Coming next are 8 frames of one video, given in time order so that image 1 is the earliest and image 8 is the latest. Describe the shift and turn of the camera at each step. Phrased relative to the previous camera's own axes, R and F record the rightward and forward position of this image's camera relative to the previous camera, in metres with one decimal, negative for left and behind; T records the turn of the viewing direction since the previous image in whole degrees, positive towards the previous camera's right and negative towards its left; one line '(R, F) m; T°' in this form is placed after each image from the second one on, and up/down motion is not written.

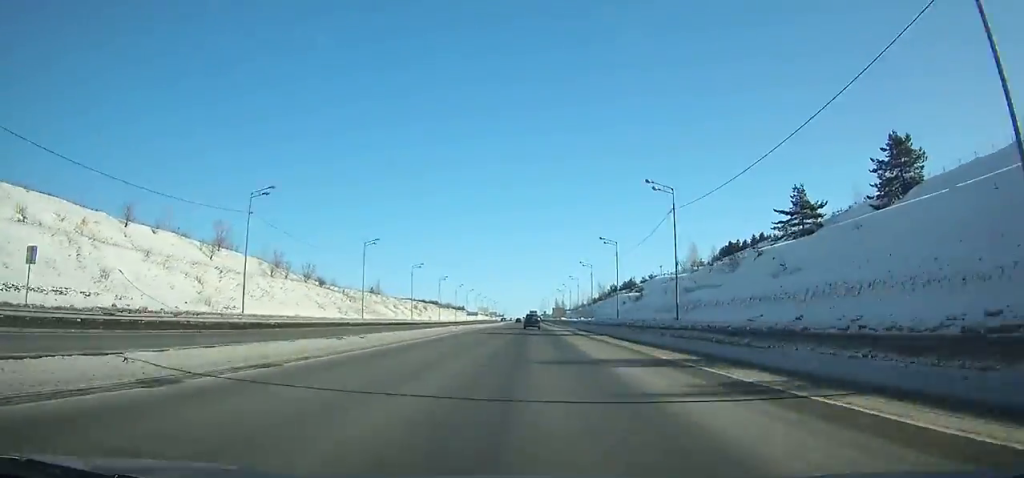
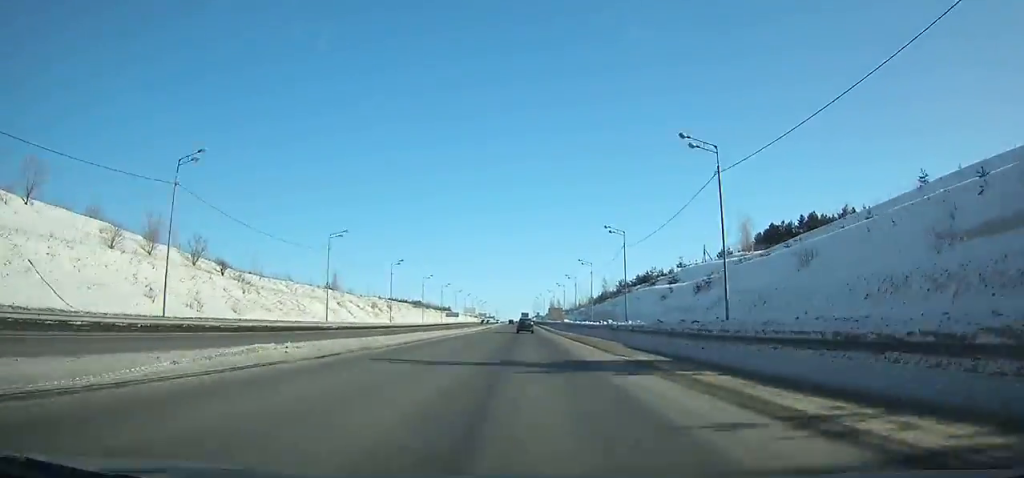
(0.0, +40.3) m; 0°
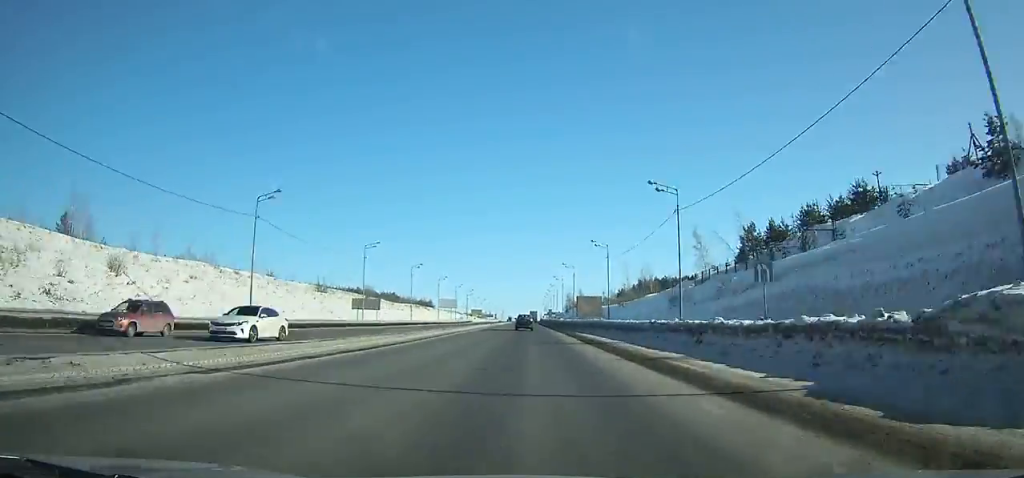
(-0.1, +107.8) m; 0°
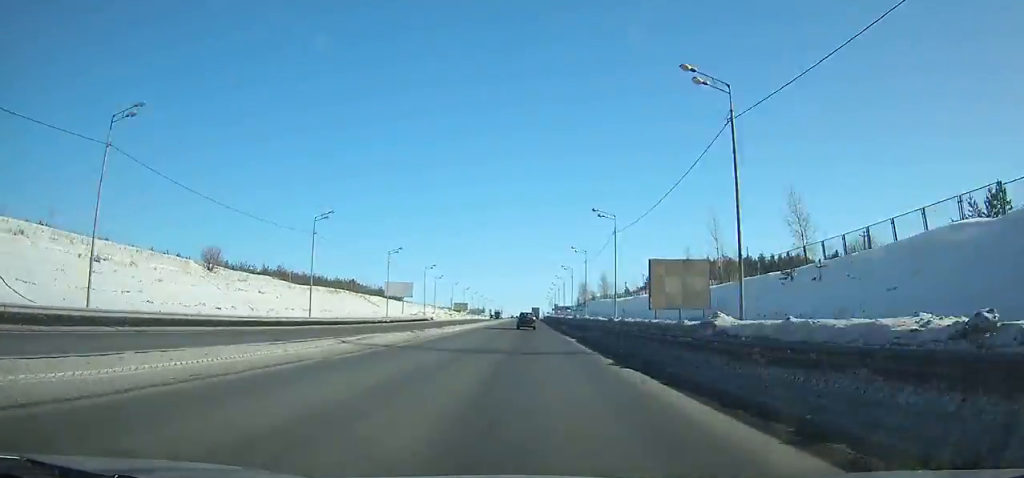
(+0.2, +78.0) m; 0°
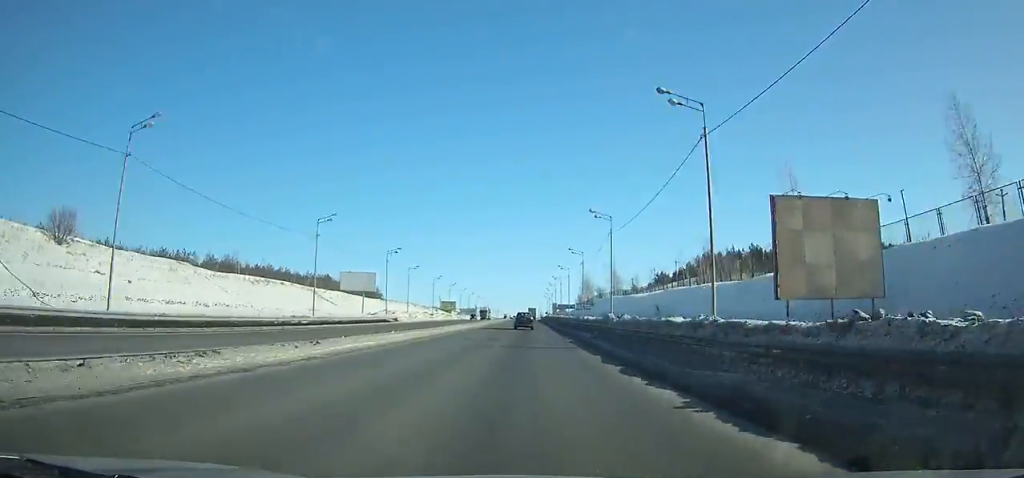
(-0.1, +27.9) m; 0°
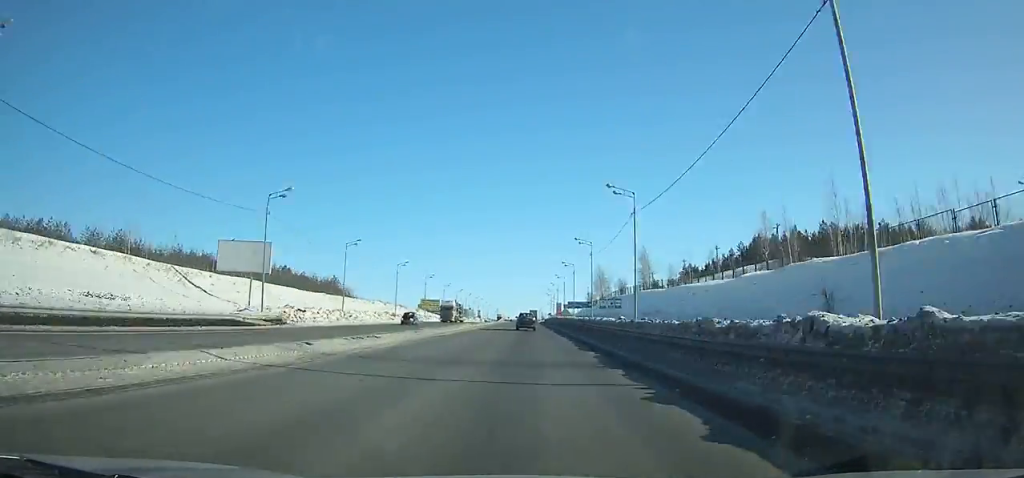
(0.0, +40.6) m; 0°
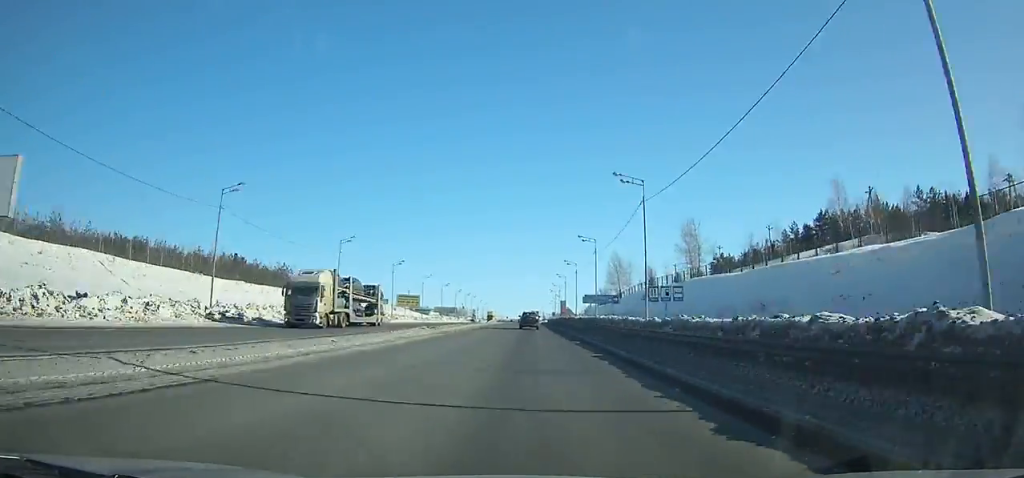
(+0.1, +33.9) m; 0°
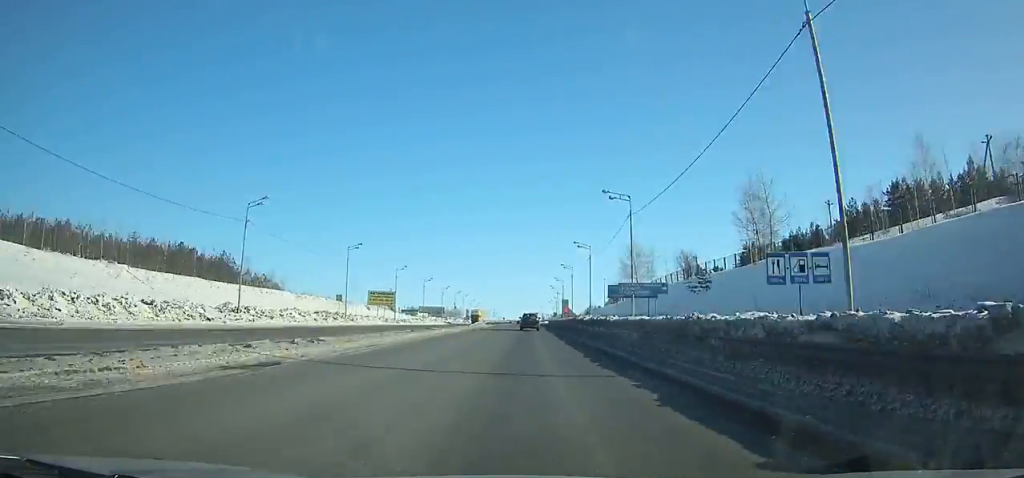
(0.0, +25.3) m; 0°
